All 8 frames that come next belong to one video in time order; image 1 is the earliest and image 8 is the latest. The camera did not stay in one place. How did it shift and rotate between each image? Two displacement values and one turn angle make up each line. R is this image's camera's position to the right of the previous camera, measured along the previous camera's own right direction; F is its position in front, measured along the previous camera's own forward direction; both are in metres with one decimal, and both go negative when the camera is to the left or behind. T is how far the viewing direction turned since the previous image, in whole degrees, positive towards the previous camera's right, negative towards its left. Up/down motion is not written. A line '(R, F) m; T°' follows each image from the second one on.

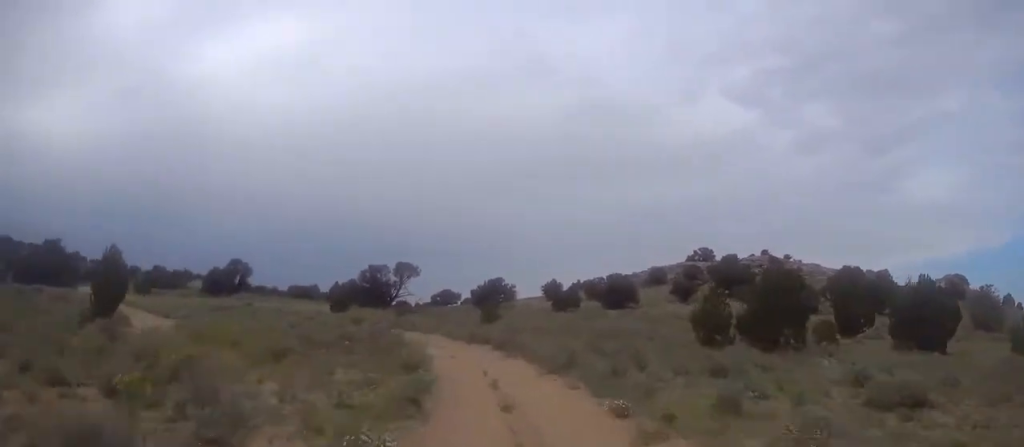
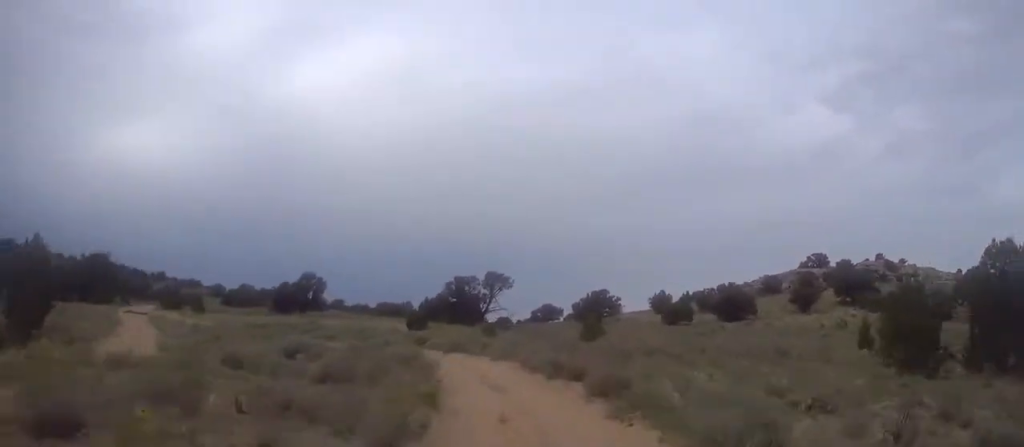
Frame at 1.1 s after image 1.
(-1.0, +11.2) m; -12°
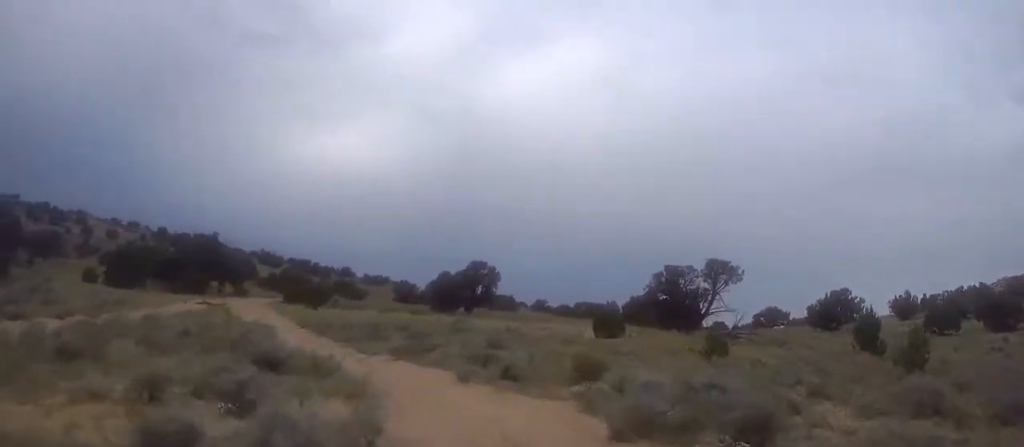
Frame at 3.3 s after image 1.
(-5.1, +21.1) m; -21°
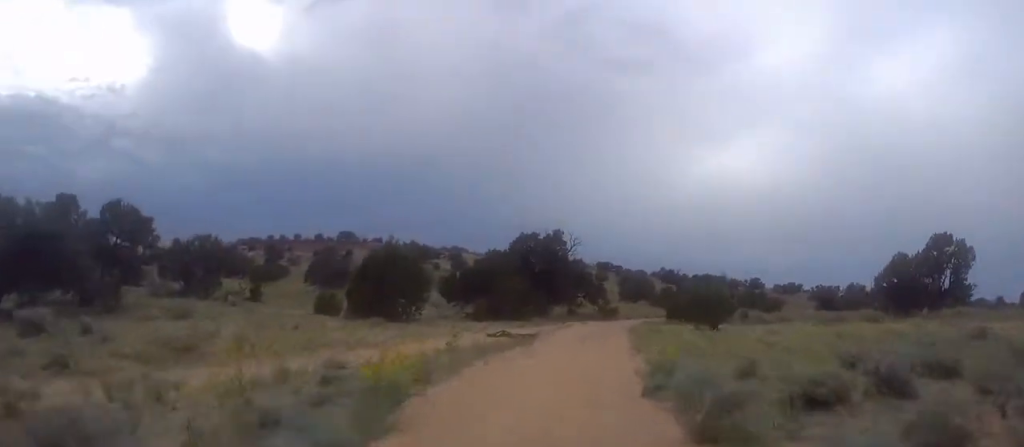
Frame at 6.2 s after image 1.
(-2.4, +26.1) m; -9°
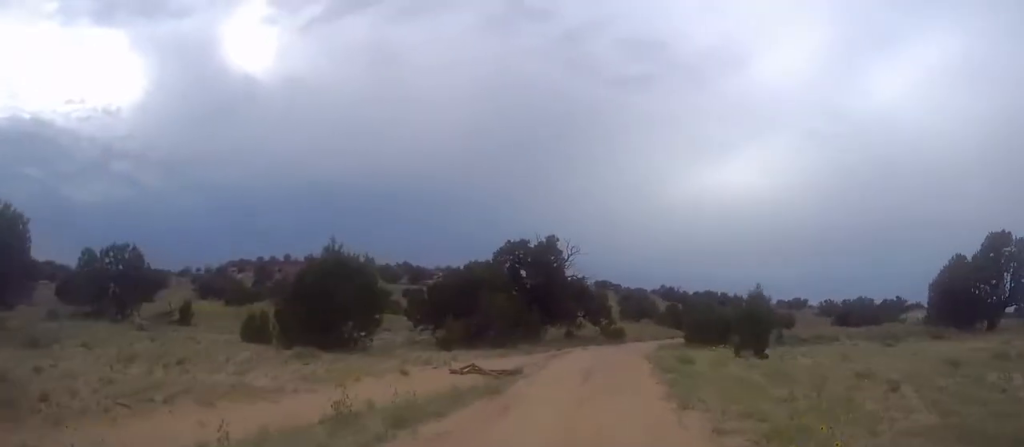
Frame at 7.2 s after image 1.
(+0.4, +8.7) m; -7°
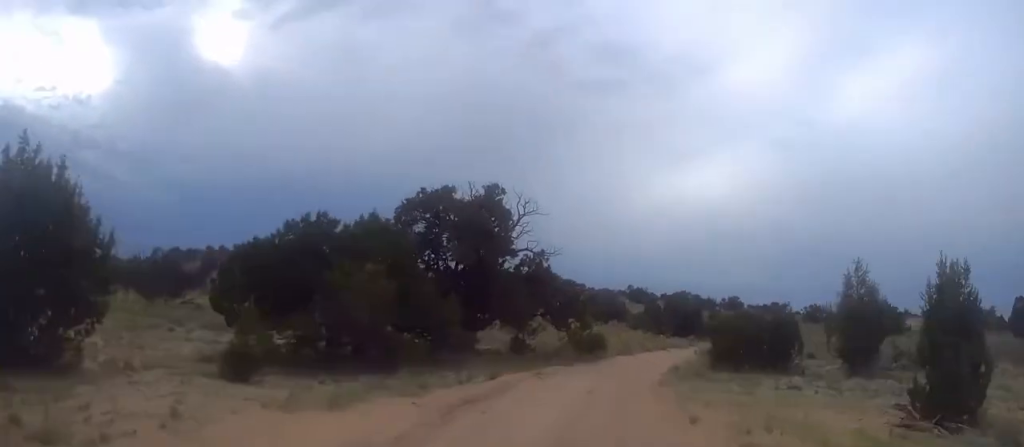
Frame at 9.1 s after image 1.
(-2.8, +16.2) m; -10°
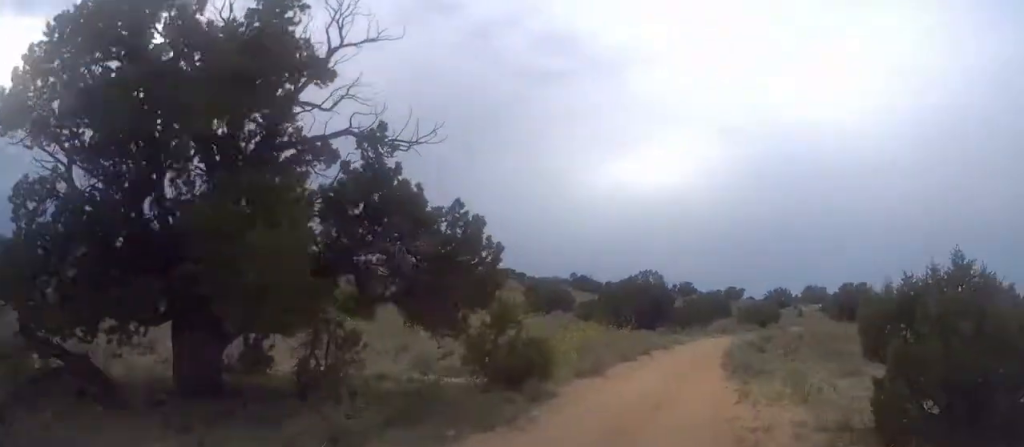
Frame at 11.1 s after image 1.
(-0.3, +17.3) m; +4°
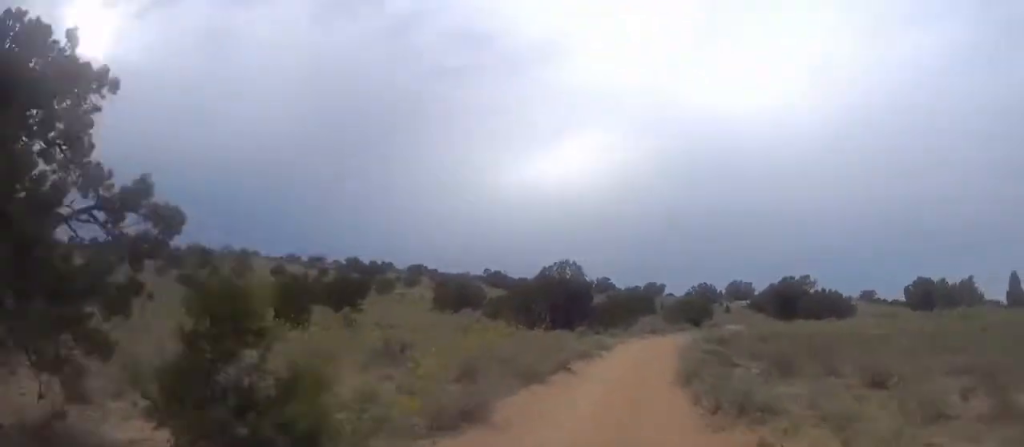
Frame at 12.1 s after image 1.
(+0.2, +8.0) m; +4°
